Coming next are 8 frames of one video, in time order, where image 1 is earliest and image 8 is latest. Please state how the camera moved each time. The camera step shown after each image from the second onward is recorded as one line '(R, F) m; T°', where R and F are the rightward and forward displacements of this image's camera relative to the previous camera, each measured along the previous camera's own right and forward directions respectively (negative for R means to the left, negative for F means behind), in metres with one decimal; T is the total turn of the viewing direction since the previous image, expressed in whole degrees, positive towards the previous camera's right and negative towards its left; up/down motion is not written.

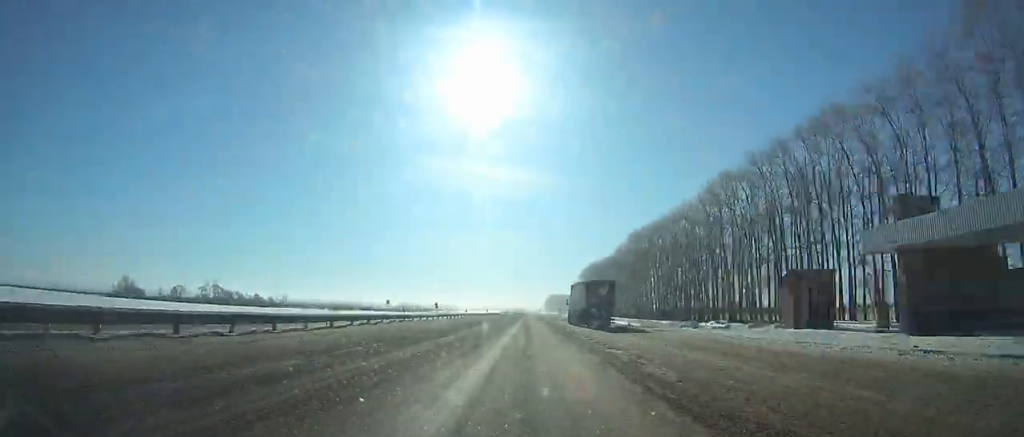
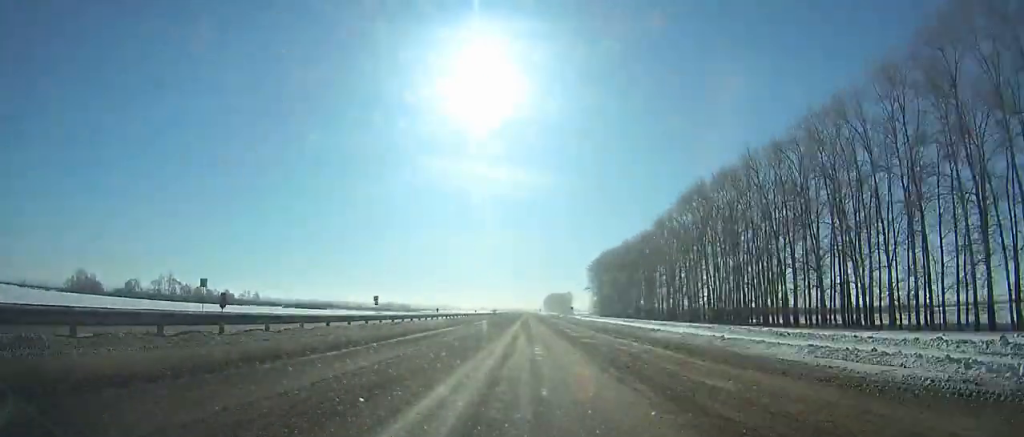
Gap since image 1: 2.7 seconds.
(0.0, +62.5) m; 0°
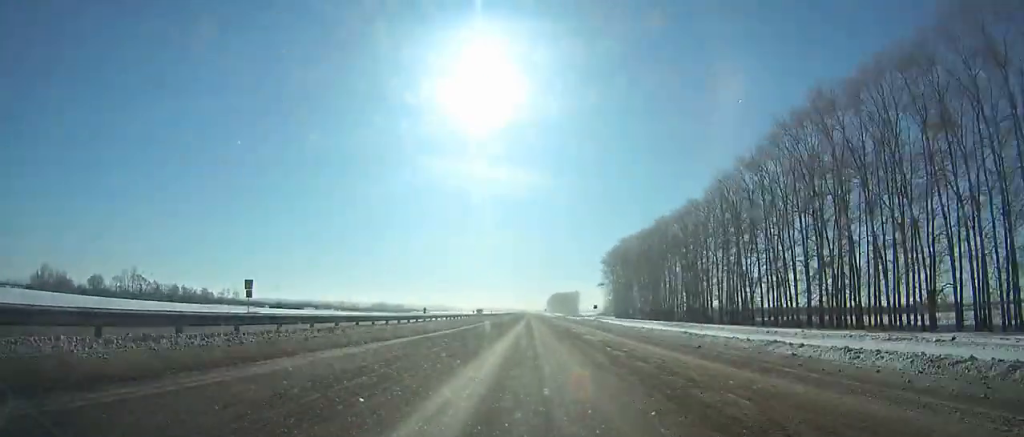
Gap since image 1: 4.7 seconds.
(+0.1, +47.1) m; 0°
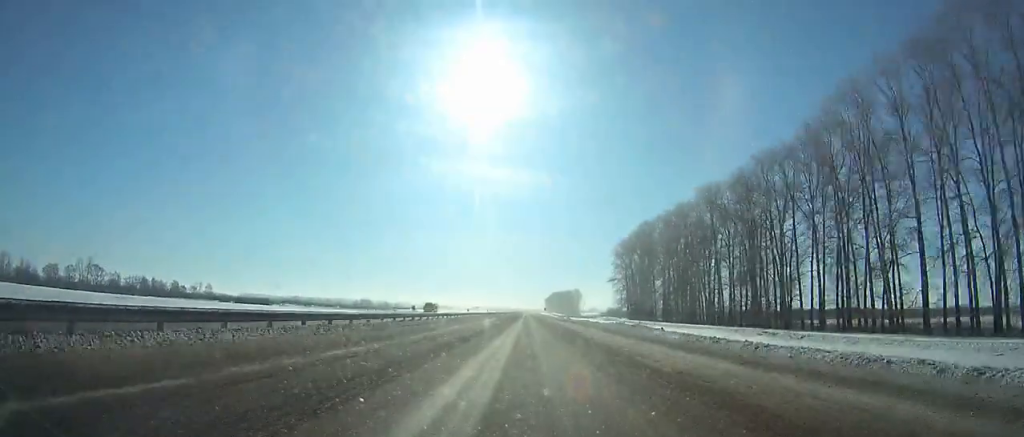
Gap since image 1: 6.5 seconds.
(-0.1, +43.1) m; 0°
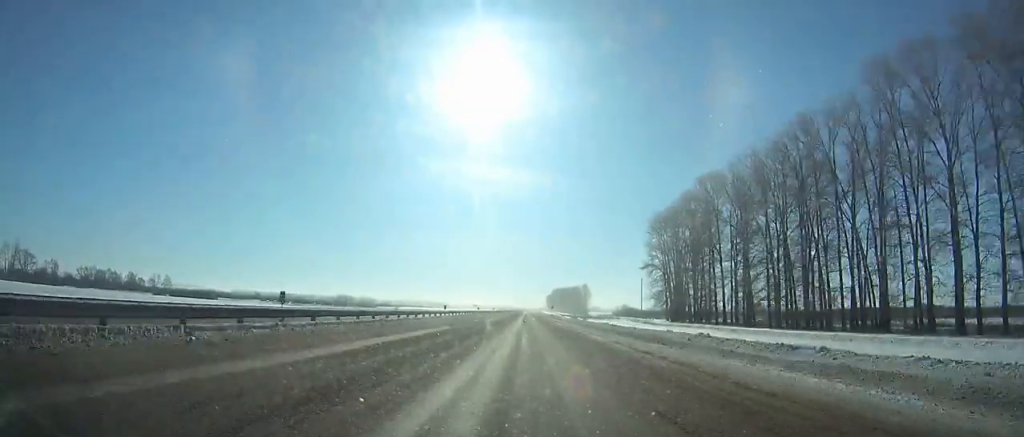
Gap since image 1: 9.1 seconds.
(-0.1, +63.3) m; 0°
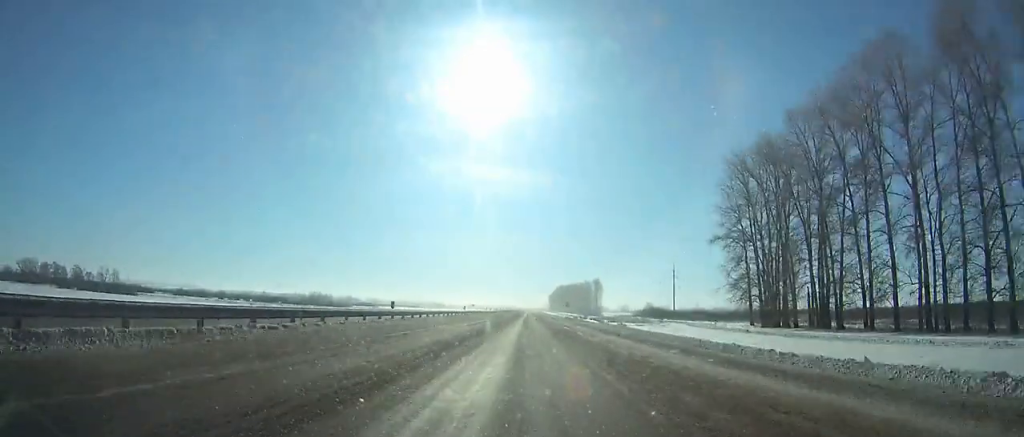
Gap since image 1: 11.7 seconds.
(0.0, +64.5) m; 0°
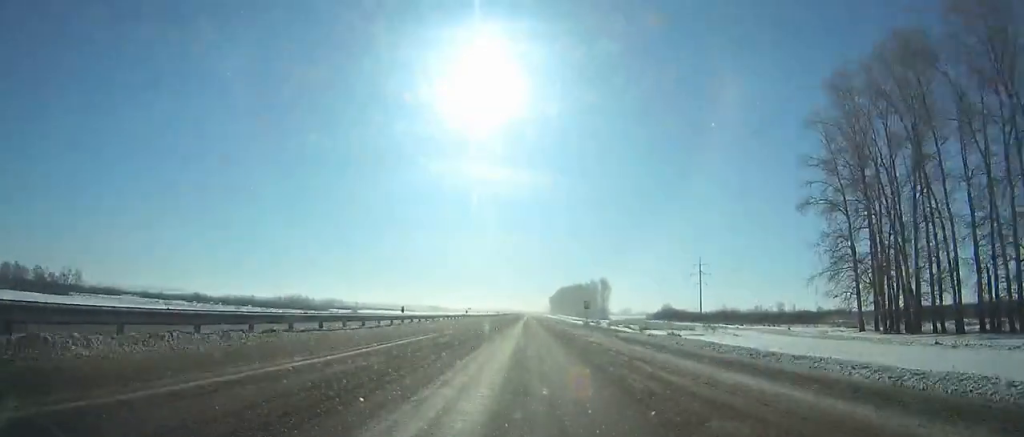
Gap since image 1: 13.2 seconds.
(+0.2, +37.9) m; 0°
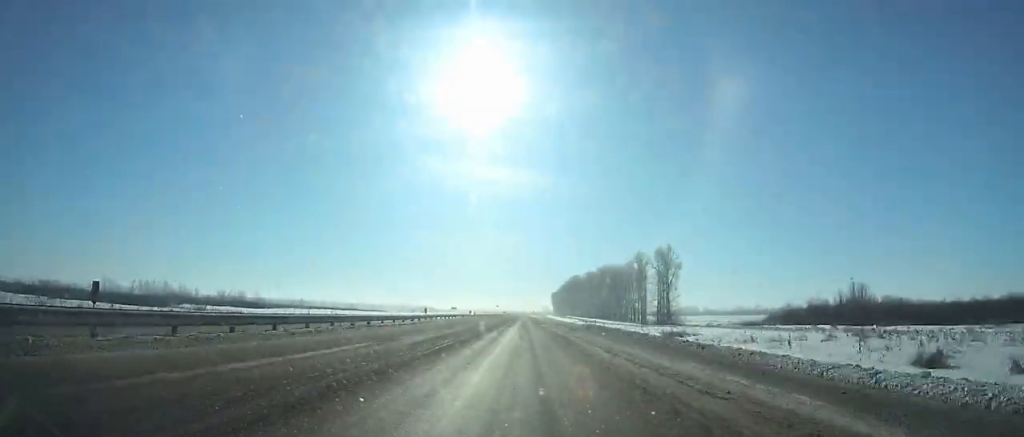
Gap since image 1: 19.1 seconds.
(+0.3, +146.4) m; 0°
